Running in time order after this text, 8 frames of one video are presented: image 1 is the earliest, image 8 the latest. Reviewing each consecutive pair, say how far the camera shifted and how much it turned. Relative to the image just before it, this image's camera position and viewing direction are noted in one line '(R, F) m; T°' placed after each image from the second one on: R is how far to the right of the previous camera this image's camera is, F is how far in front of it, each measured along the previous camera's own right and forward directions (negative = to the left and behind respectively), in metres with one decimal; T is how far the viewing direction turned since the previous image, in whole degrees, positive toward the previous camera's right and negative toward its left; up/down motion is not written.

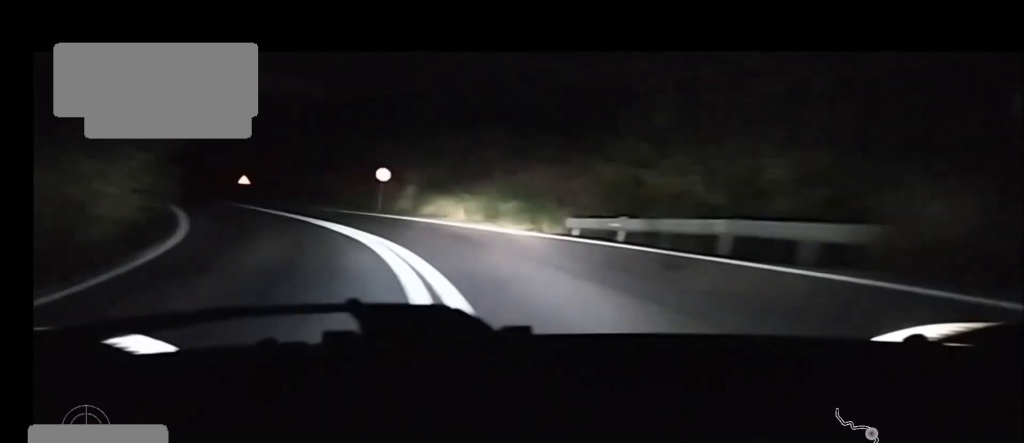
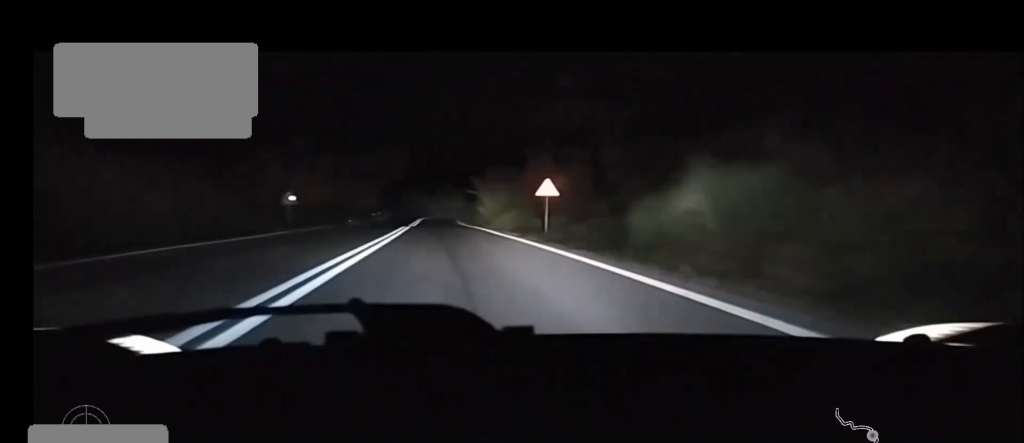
(-10.0, +43.6) m; -19°
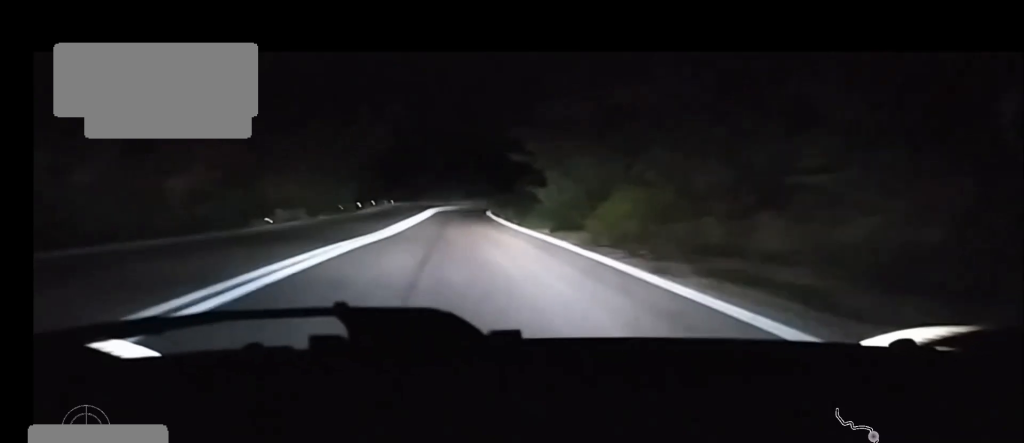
(-0.9, +24.2) m; -3°
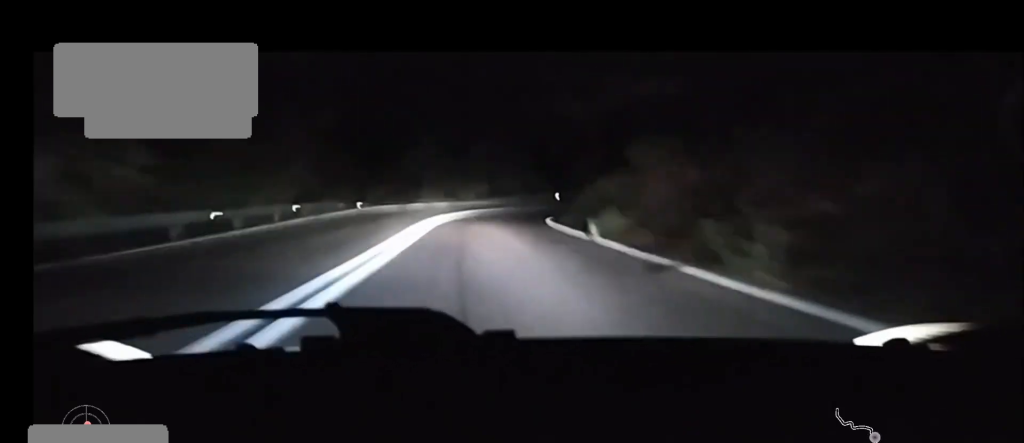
(-0.5, +29.8) m; -1°
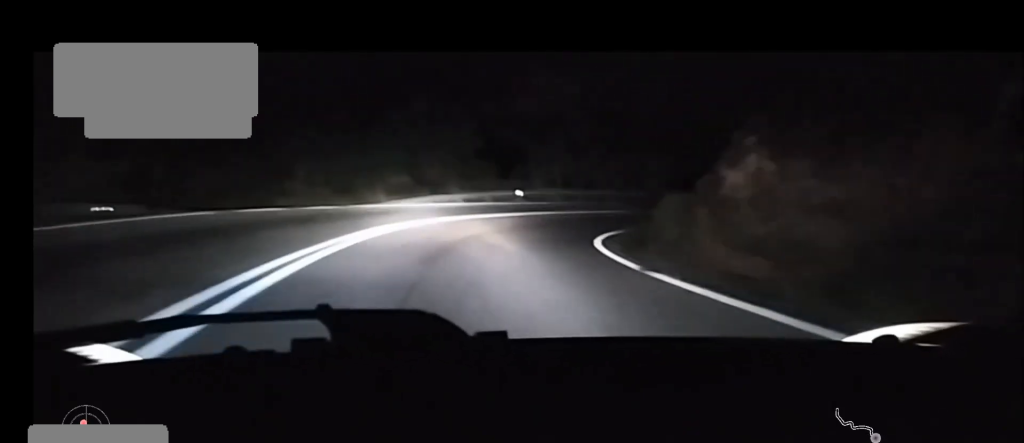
(+0.1, +19.2) m; +6°
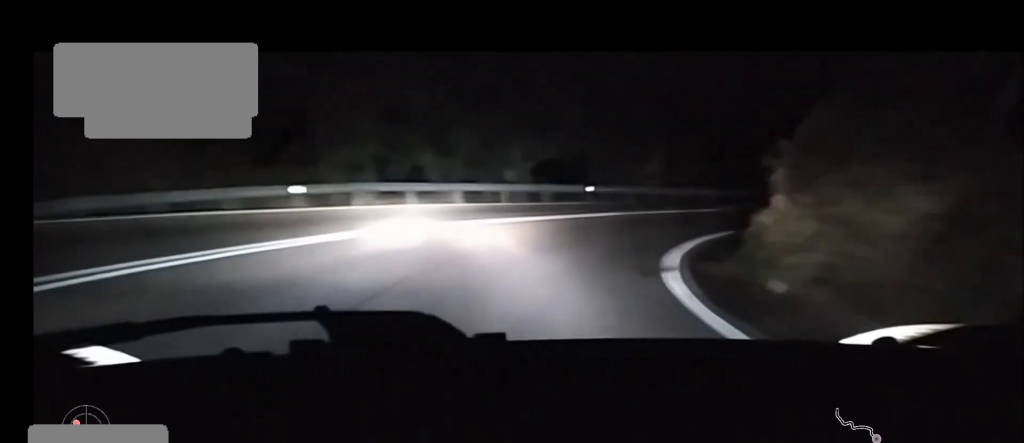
(+1.8, +16.8) m; +19°
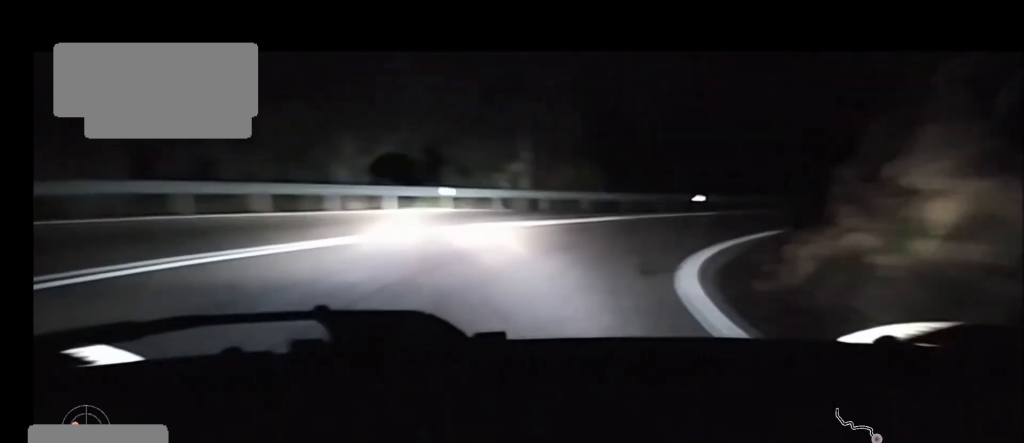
(-0.1, +6.9) m; +11°
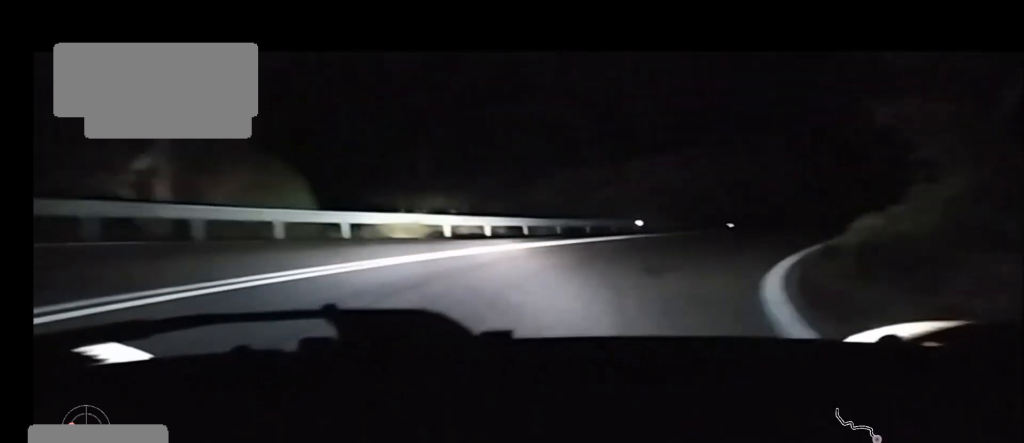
(+2.8, +10.5) m; +24°
